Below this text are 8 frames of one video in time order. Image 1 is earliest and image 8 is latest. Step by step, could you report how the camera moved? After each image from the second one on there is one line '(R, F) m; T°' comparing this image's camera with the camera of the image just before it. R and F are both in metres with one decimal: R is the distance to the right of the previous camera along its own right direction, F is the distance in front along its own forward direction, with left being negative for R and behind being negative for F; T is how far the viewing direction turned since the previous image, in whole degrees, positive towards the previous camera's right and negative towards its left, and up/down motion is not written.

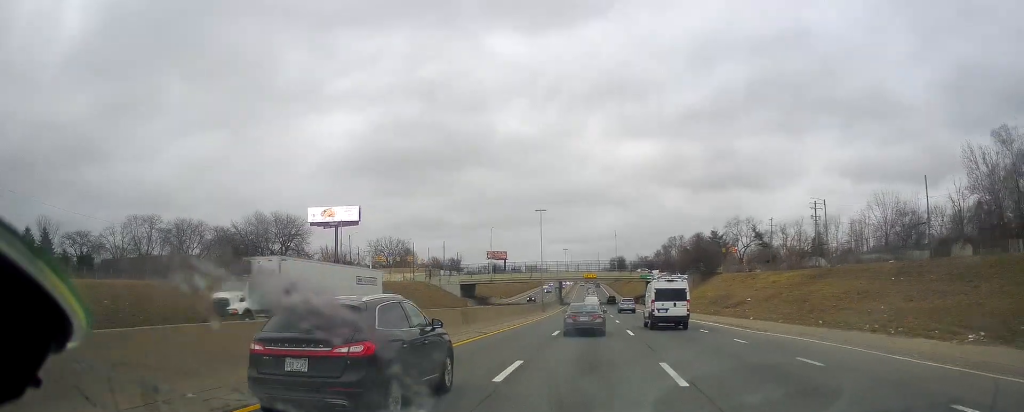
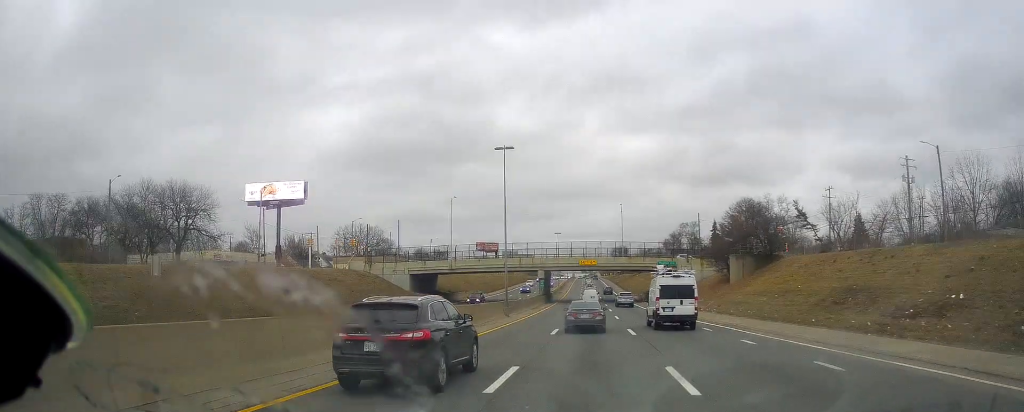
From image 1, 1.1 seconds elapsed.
(0.0, +31.9) m; 0°
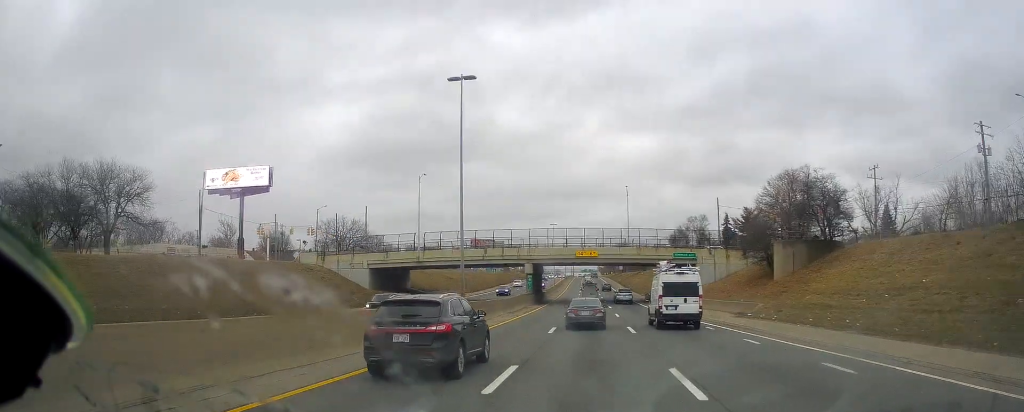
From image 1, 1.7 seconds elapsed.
(0.0, +15.9) m; 0°
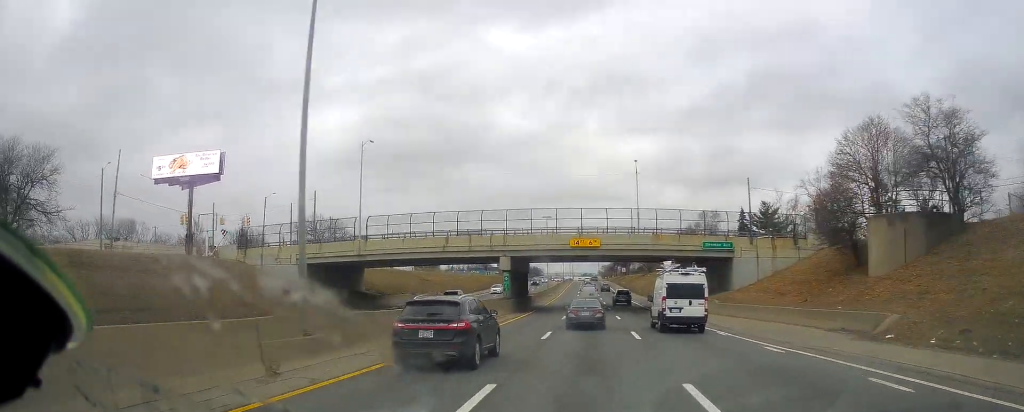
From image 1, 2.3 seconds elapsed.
(0.0, +17.9) m; 0°
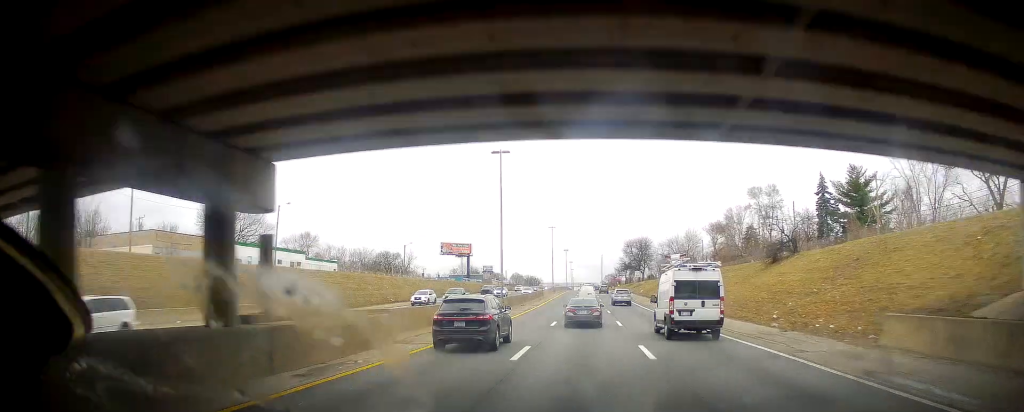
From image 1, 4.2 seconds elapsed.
(+0.3, +53.2) m; +1°
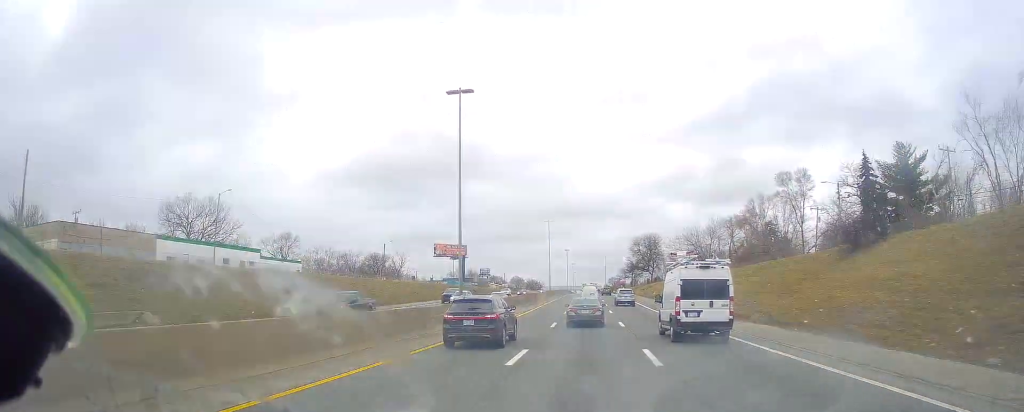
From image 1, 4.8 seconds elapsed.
(+0.3, +16.2) m; 0°
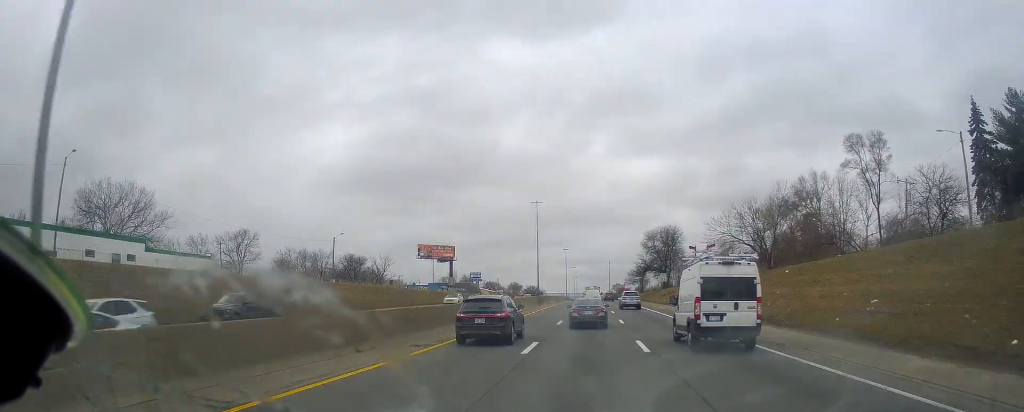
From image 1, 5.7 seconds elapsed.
(-0.7, +27.0) m; -1°
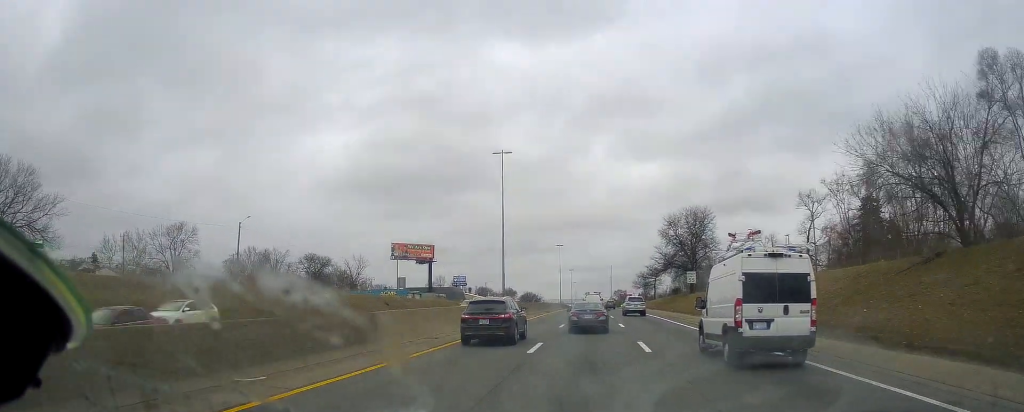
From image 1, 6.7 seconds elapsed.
(+0.2, +29.7) m; +1°
